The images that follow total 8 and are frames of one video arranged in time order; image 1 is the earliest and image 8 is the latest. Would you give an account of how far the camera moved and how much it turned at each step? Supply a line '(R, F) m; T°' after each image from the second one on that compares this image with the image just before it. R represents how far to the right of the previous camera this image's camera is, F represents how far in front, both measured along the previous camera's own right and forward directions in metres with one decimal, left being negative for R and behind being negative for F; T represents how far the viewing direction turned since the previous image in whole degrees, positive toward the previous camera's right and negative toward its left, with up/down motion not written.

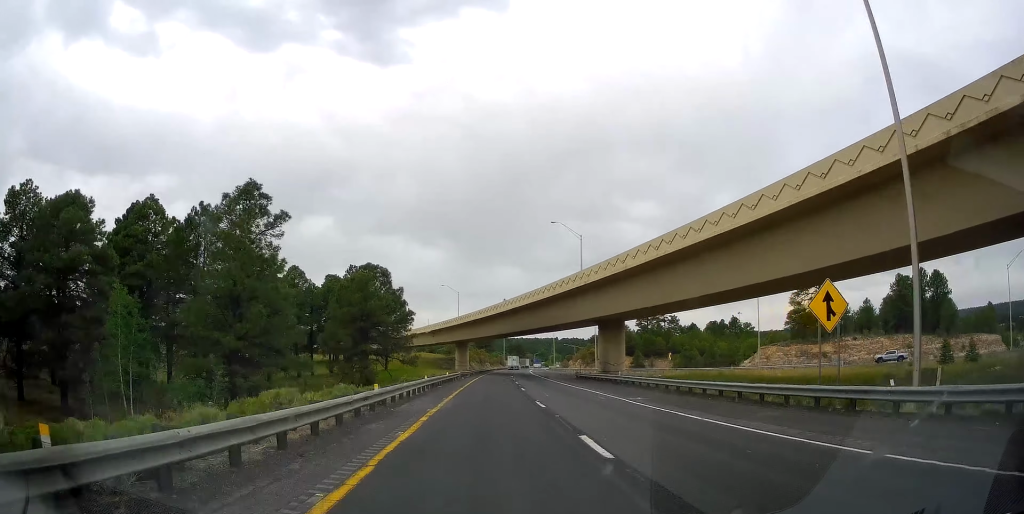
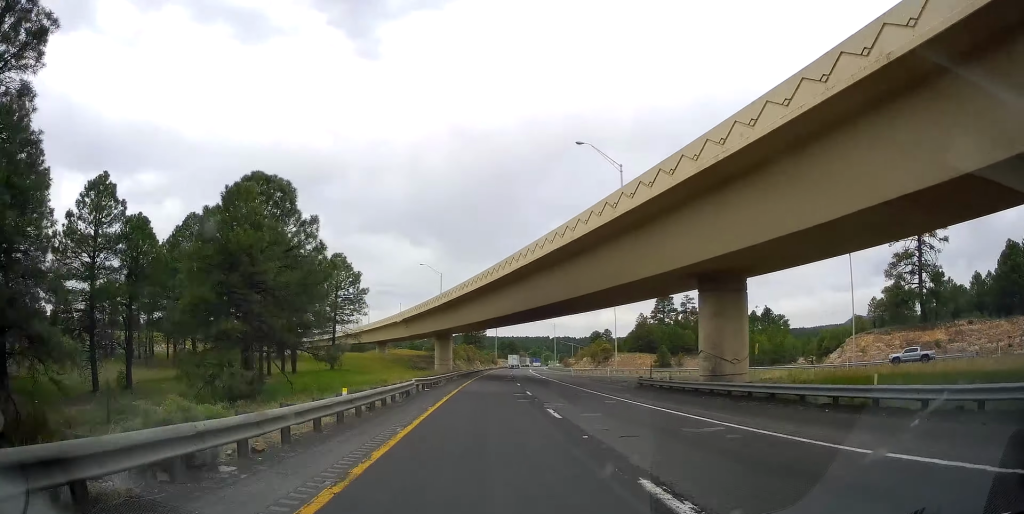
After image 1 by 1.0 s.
(0.0, +29.7) m; +1°
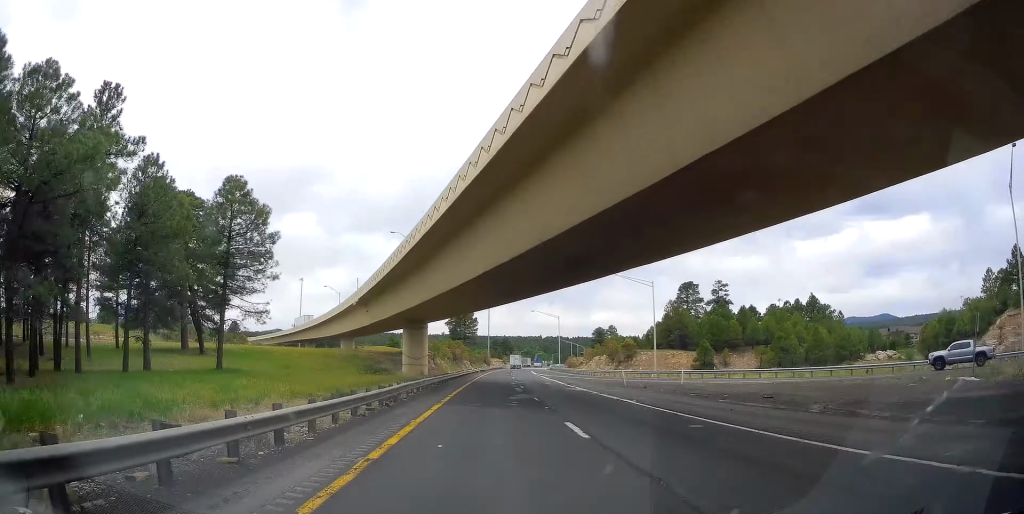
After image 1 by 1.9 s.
(+0.4, +28.7) m; +1°
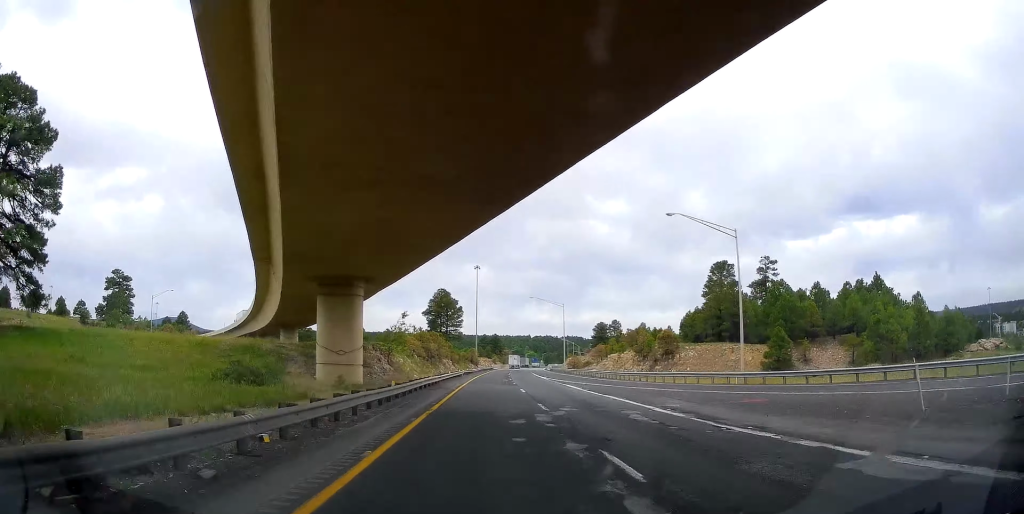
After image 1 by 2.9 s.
(+0.2, +29.8) m; +1°
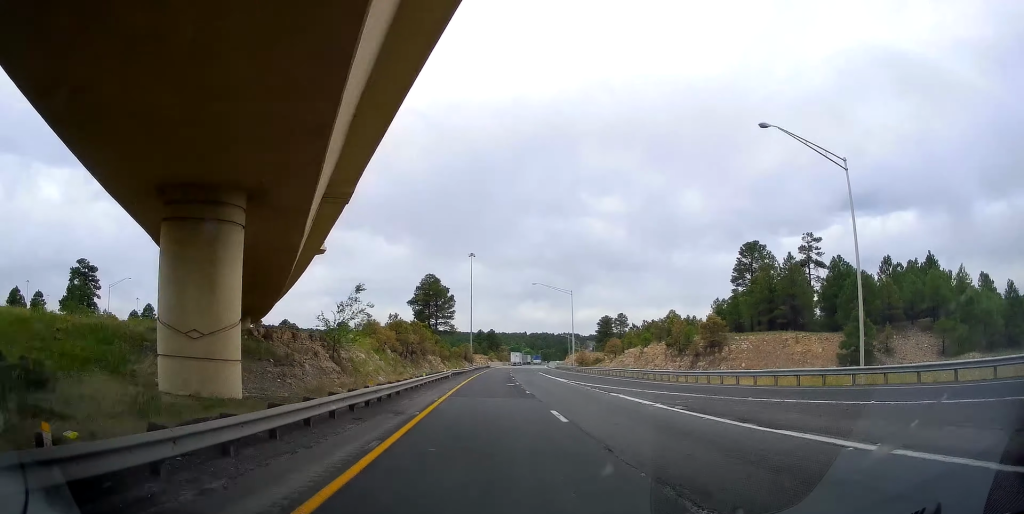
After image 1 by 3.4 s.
(+0.2, +17.6) m; 0°
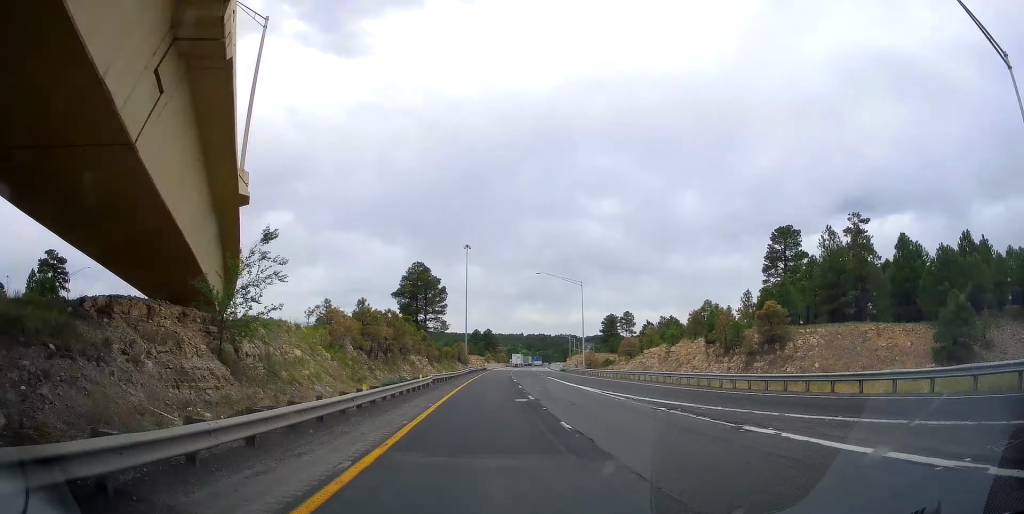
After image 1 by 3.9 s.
(+0.2, +14.5) m; 0°
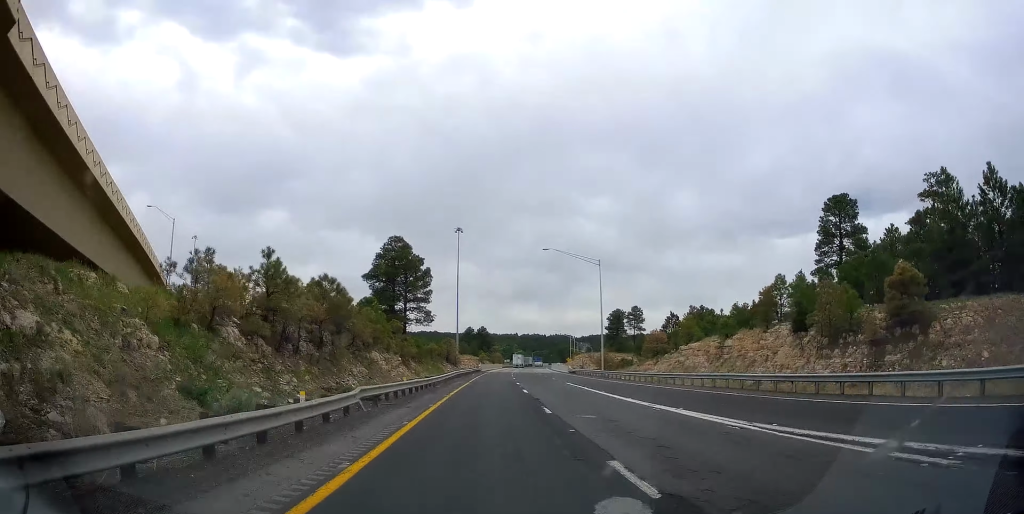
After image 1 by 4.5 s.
(-0.2, +18.7) m; 0°
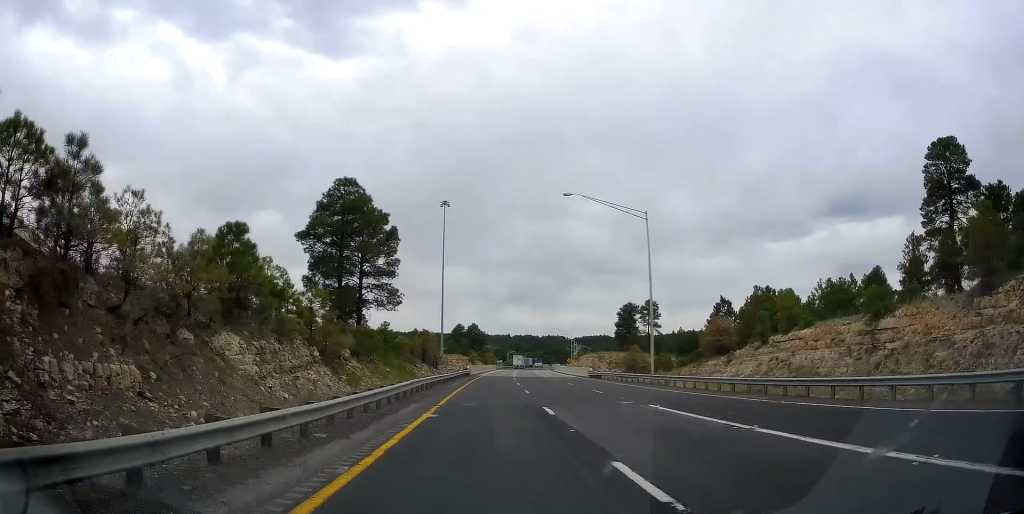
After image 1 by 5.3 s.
(-0.1, +24.9) m; +1°
